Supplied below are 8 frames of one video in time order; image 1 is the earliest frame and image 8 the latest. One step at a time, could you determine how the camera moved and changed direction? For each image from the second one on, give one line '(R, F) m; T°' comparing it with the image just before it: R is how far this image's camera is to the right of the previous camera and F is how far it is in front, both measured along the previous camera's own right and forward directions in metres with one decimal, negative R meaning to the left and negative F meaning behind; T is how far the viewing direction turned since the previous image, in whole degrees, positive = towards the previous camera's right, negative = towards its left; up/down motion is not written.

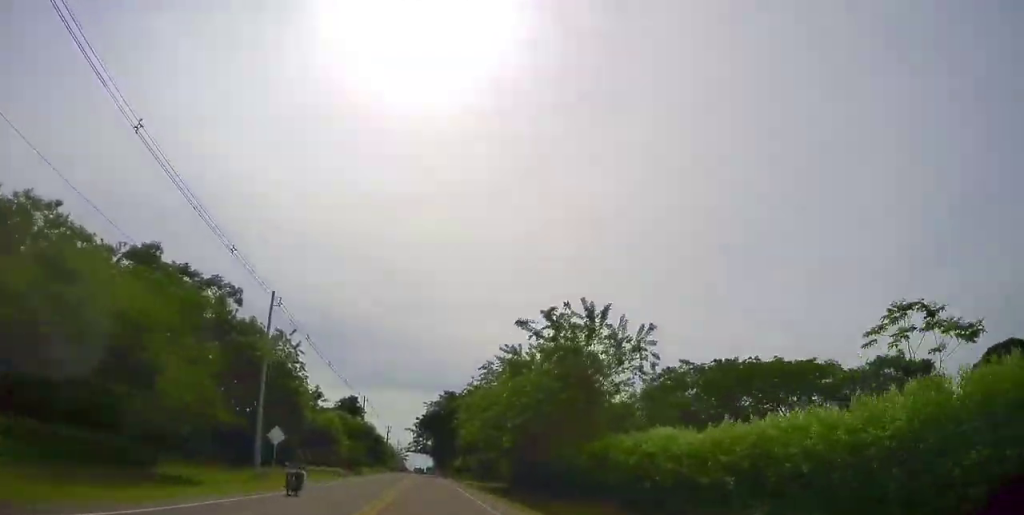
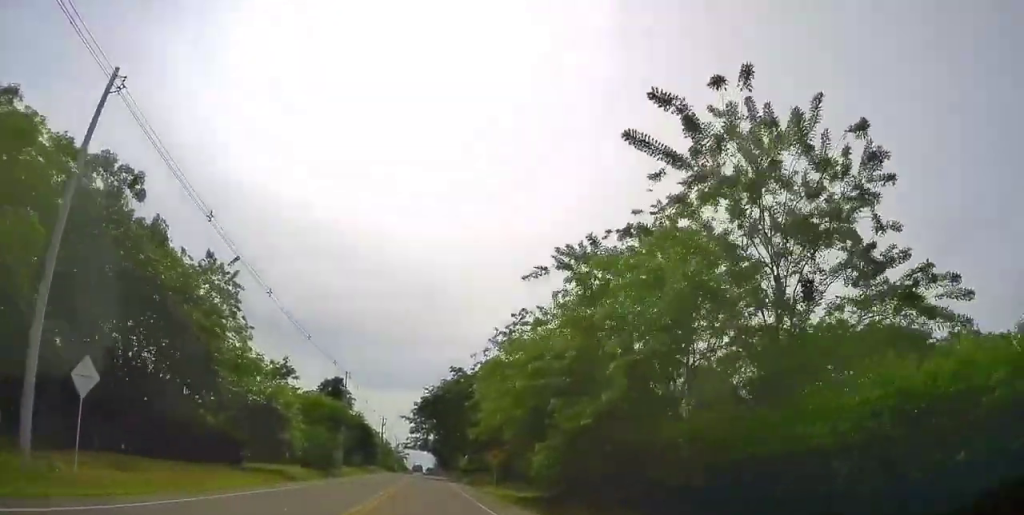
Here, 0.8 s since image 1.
(0.0, +19.0) m; 0°
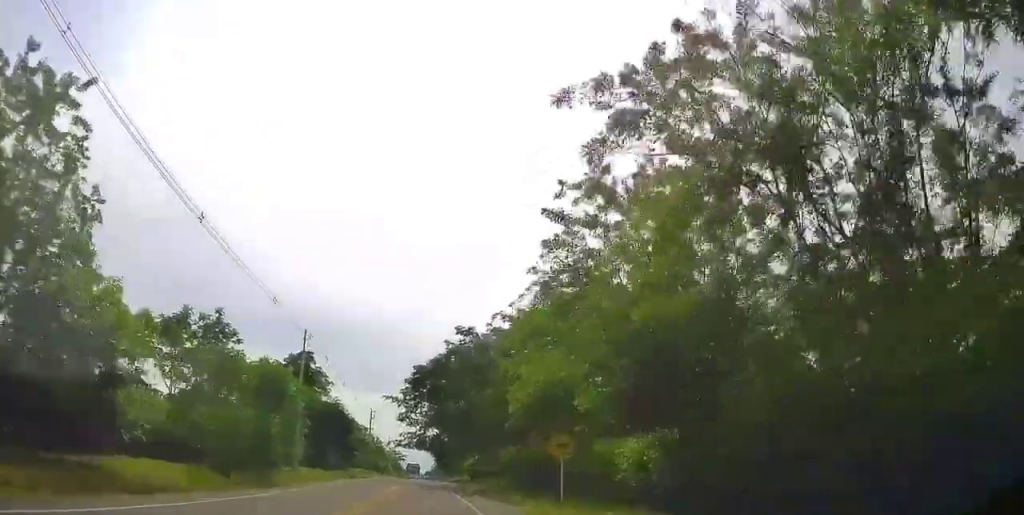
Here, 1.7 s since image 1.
(0.0, +19.7) m; 0°
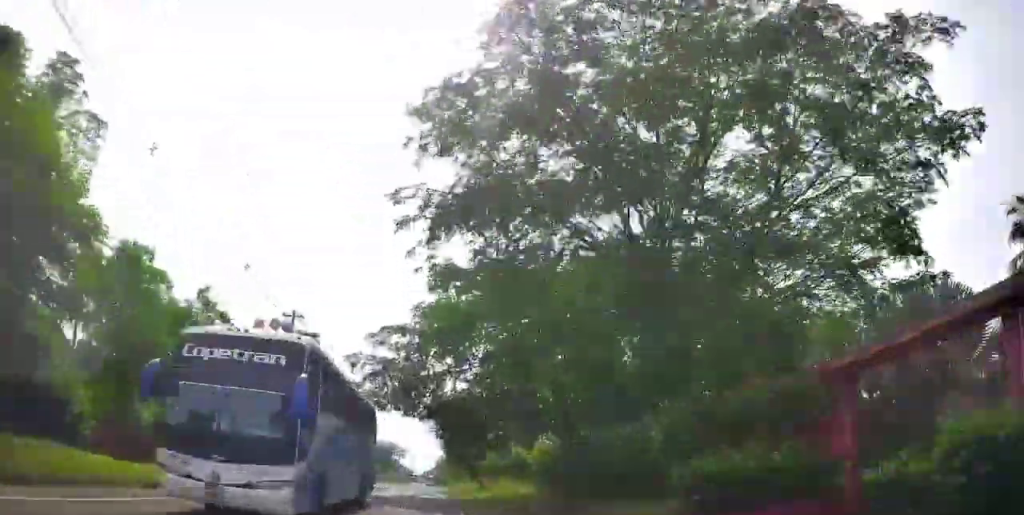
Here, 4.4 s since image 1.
(-0.5, +57.7) m; 0°
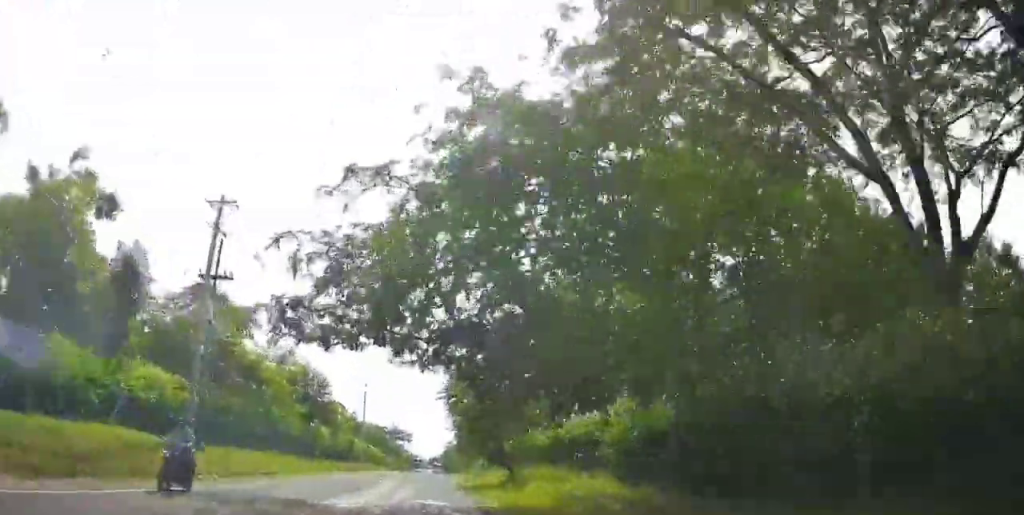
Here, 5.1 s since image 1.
(+0.2, +16.1) m; 0°
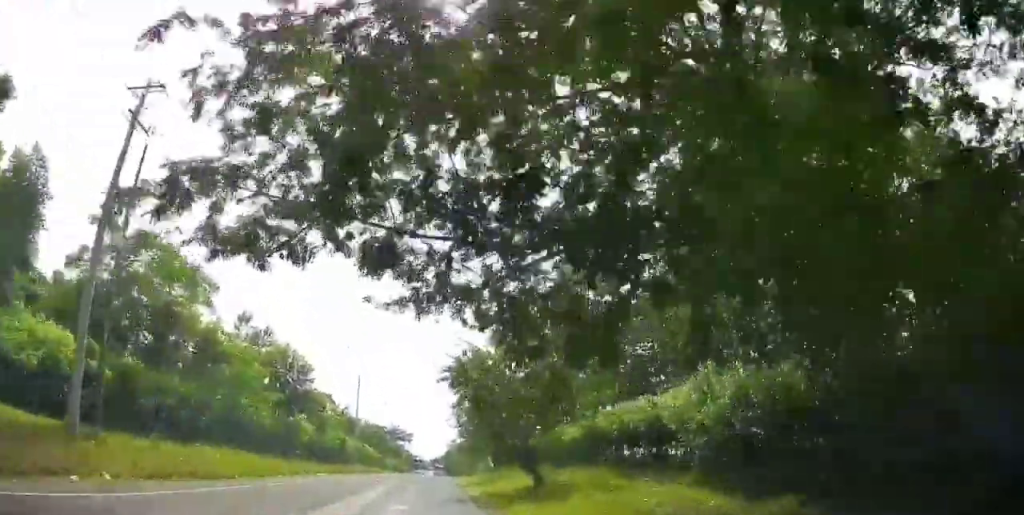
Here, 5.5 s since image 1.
(-0.1, +8.3) m; 0°
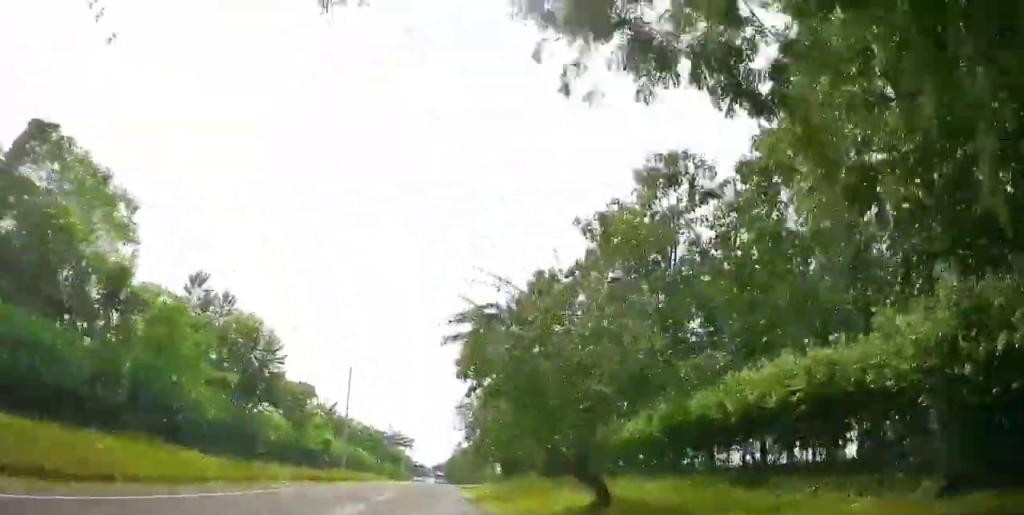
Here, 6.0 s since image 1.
(-0.1, +10.0) m; 0°
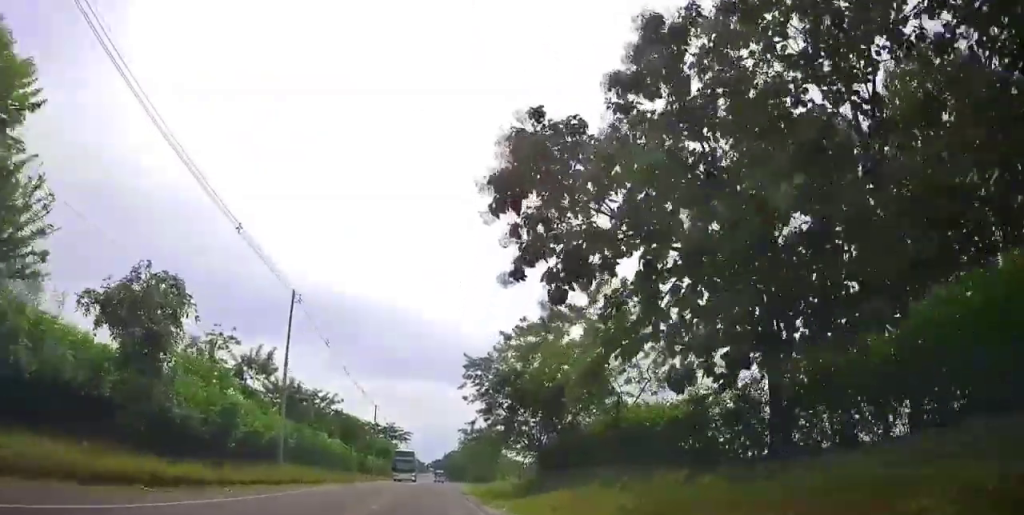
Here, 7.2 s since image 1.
(0.0, +24.3) m; 0°
